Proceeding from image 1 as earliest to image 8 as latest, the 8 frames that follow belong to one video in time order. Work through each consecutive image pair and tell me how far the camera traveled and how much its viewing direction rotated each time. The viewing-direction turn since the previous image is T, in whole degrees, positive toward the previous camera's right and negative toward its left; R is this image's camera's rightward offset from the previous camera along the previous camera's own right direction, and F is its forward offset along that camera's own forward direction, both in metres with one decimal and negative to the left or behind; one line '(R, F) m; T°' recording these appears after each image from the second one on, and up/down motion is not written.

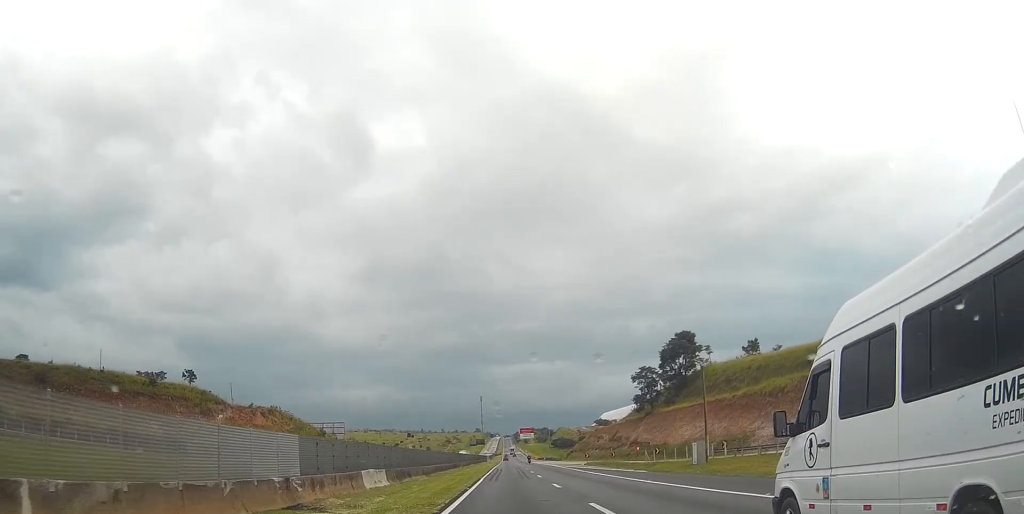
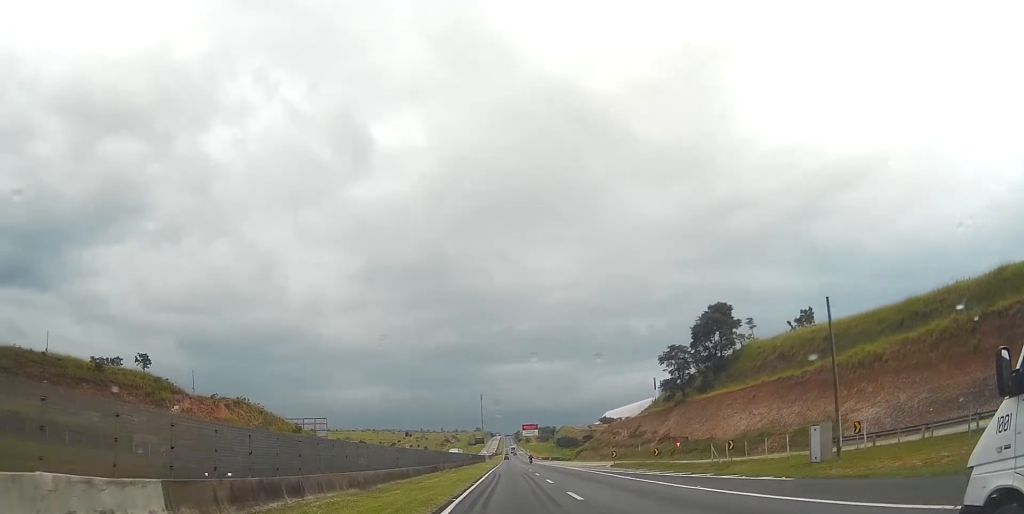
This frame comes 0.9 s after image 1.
(+0.3, +24.9) m; +1°
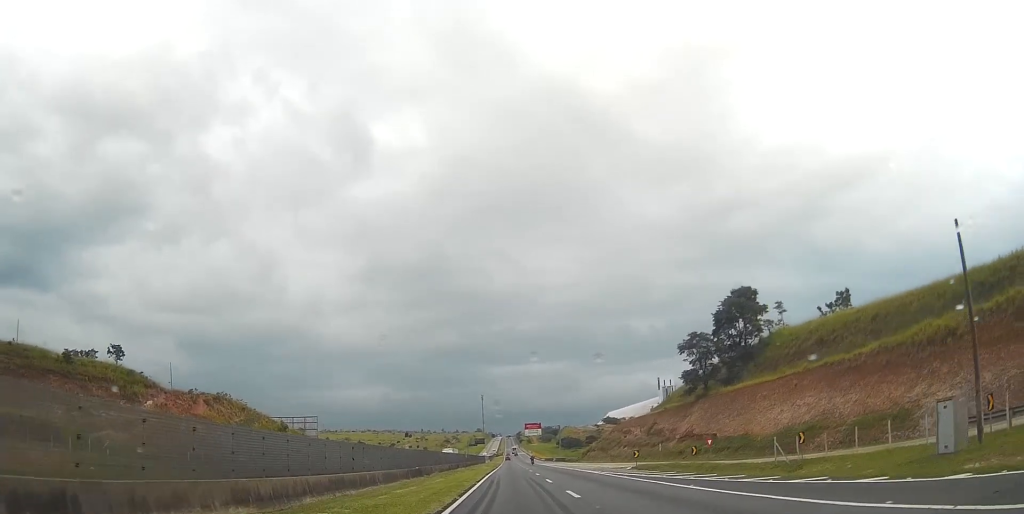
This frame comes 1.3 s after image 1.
(0.0, +12.5) m; 0°
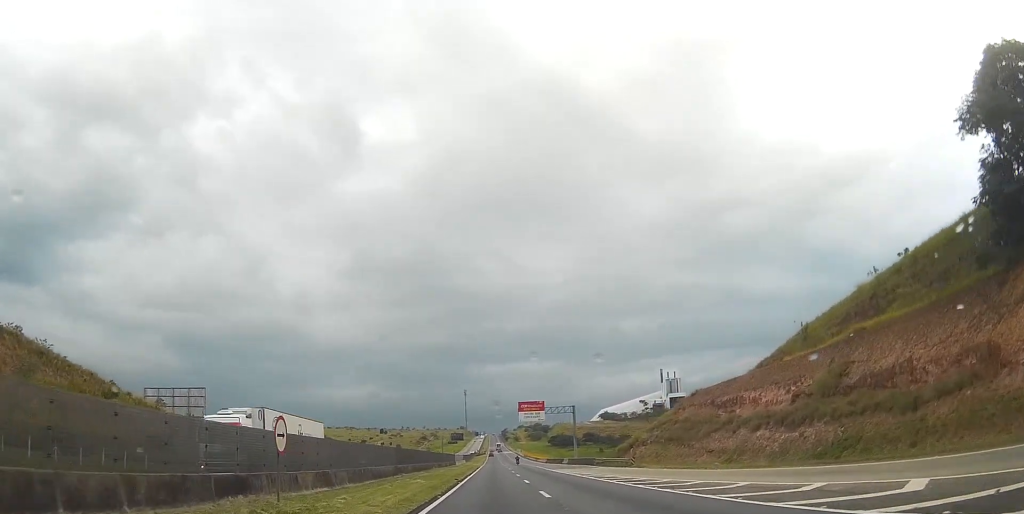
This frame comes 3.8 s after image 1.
(+1.0, +70.5) m; +2°
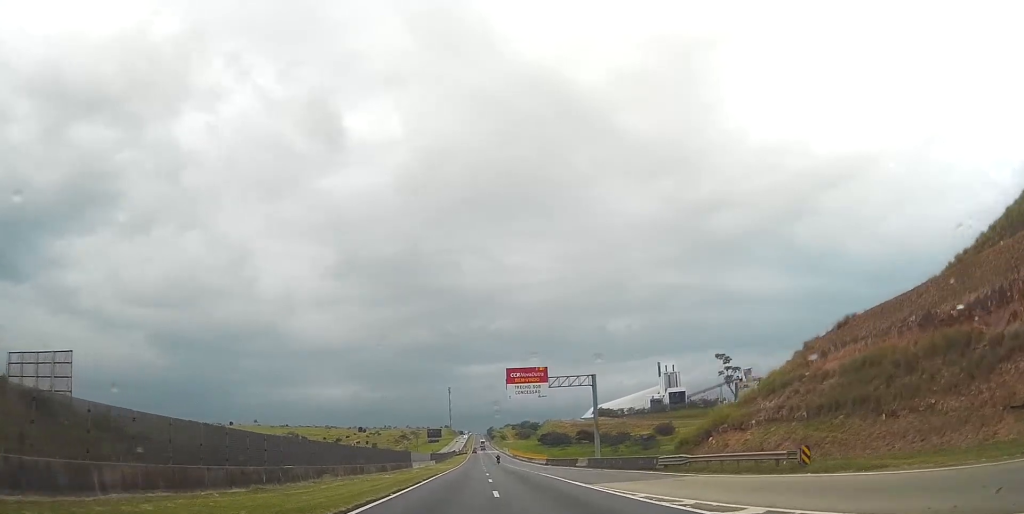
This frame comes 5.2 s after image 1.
(+0.6, +42.0) m; +1°
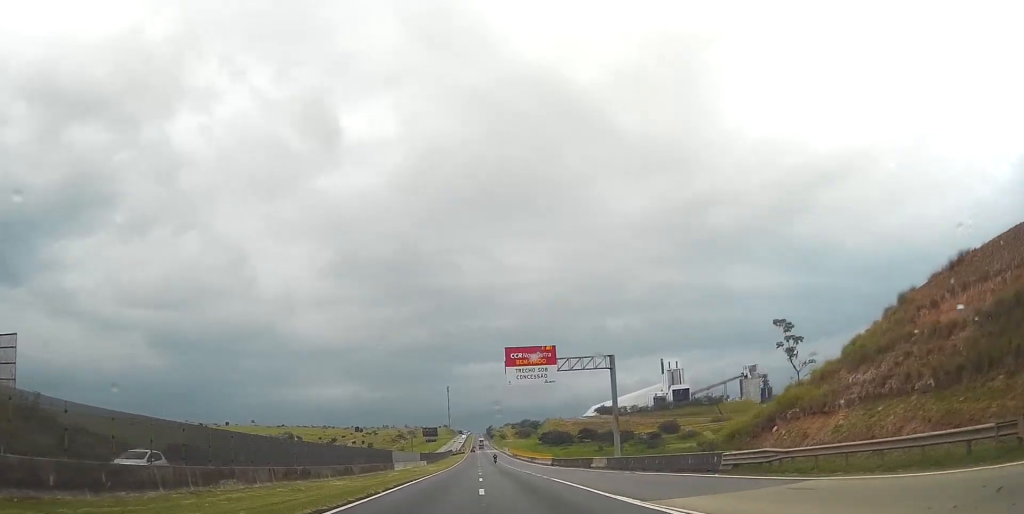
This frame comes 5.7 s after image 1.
(0.0, +13.1) m; 0°
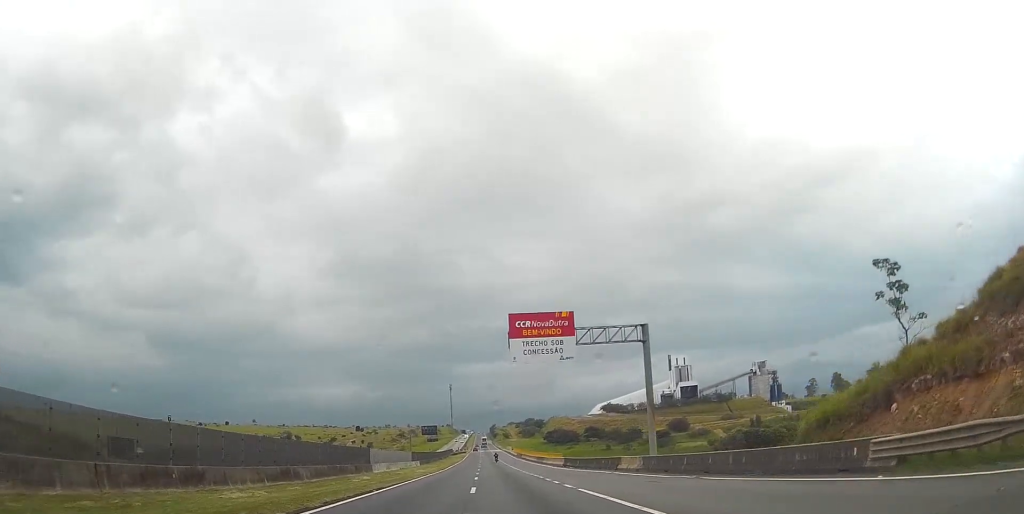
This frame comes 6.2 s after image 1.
(0.0, +13.1) m; 0°
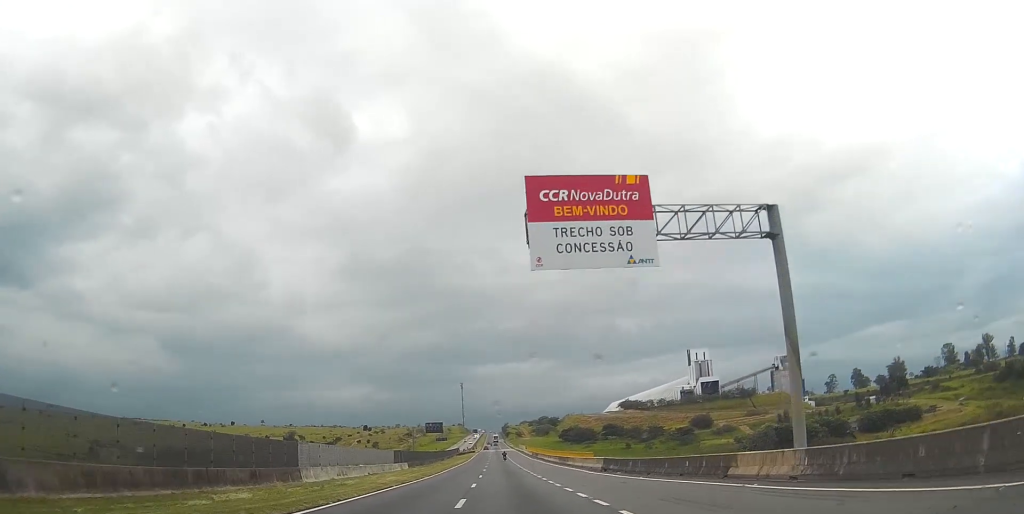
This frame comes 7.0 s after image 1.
(0.0, +22.2) m; 0°
